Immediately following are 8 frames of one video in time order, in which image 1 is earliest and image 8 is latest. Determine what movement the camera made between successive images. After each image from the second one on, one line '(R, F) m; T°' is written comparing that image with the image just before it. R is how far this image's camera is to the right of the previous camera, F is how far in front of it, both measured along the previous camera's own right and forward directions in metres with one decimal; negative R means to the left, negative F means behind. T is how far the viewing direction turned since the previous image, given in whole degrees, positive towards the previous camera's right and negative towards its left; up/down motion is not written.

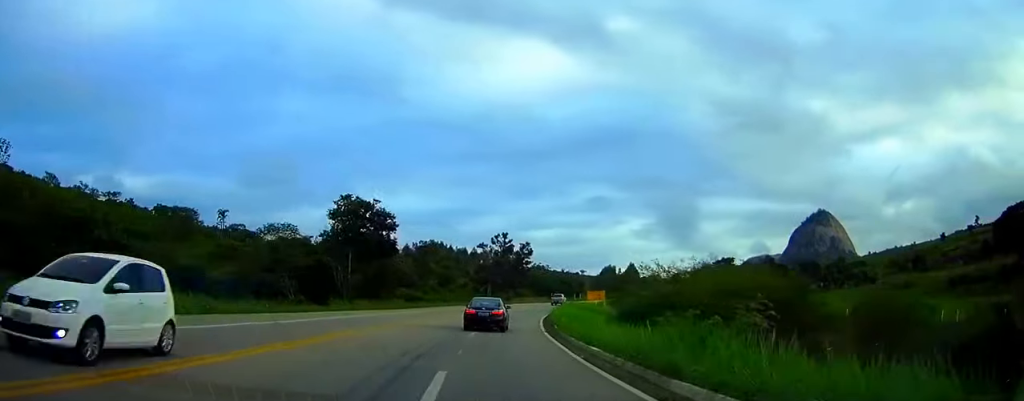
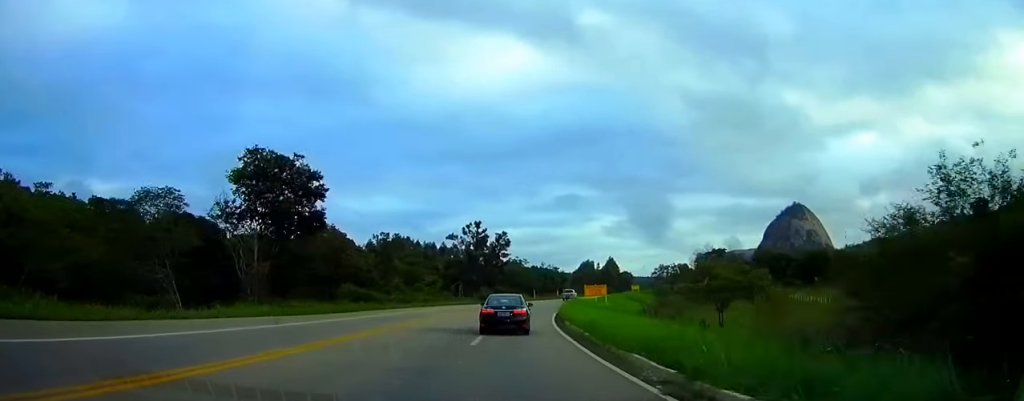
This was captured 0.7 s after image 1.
(+0.4, +21.6) m; +3°
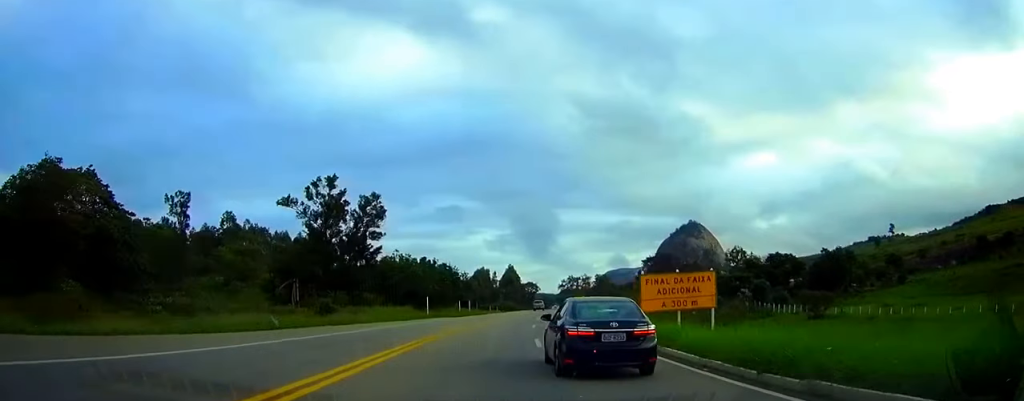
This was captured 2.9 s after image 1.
(+5.2, +62.6) m; +10°
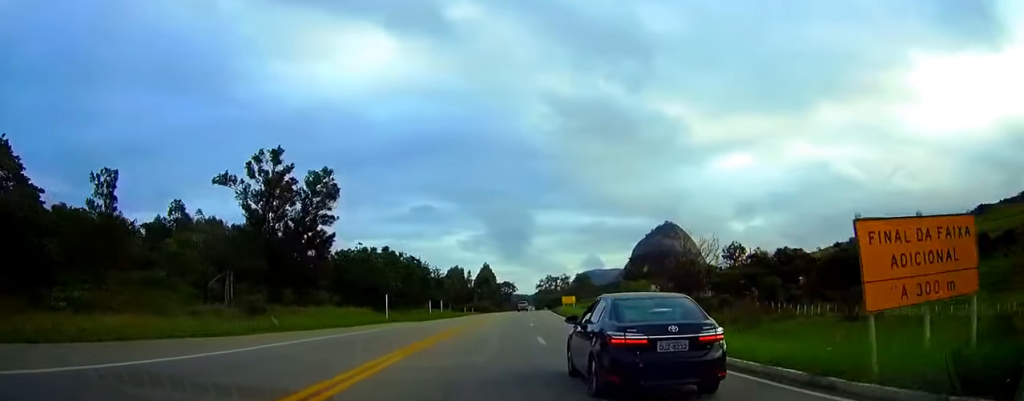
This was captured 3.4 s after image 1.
(+0.4, +15.0) m; +2°
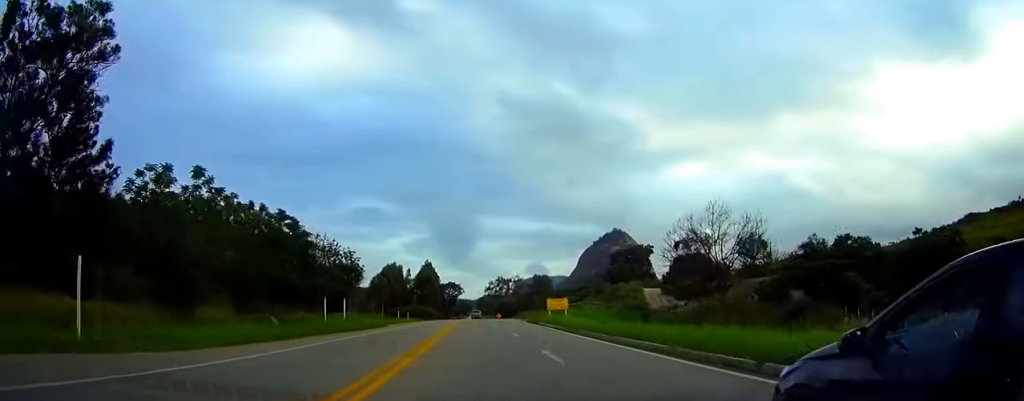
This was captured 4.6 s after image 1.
(+1.7, +39.0) m; +4°
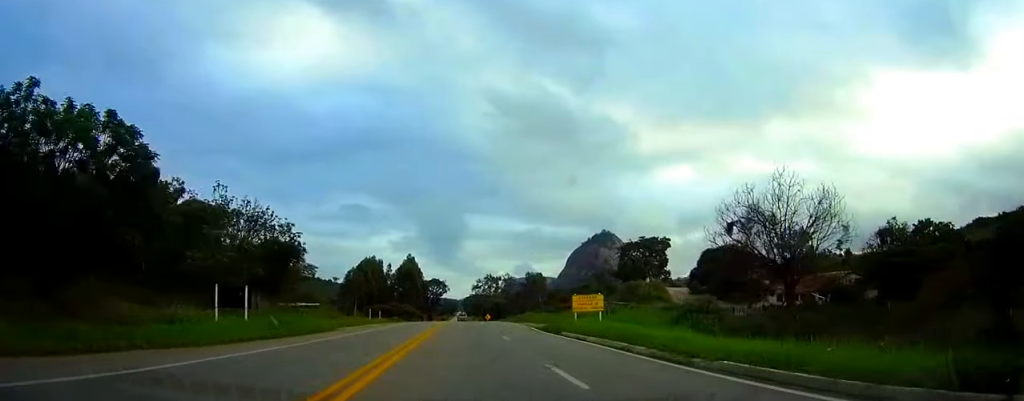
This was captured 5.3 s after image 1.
(+0.4, +21.6) m; +1°
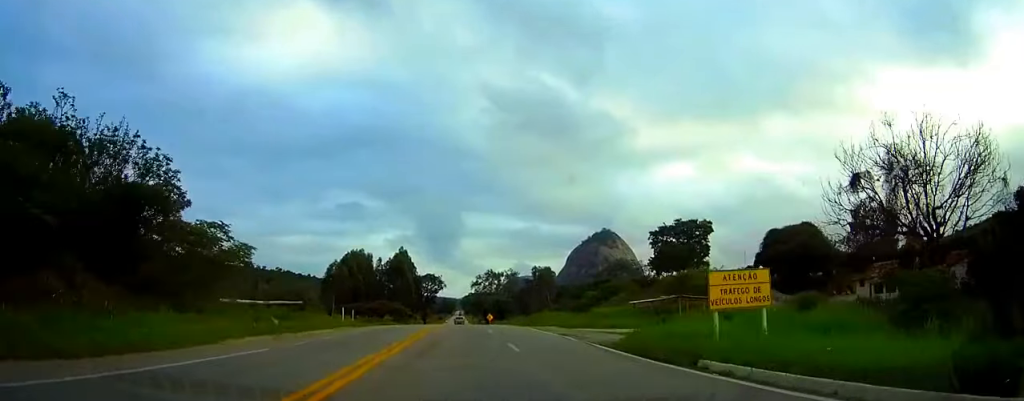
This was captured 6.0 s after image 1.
(+0.1, +23.1) m; 0°
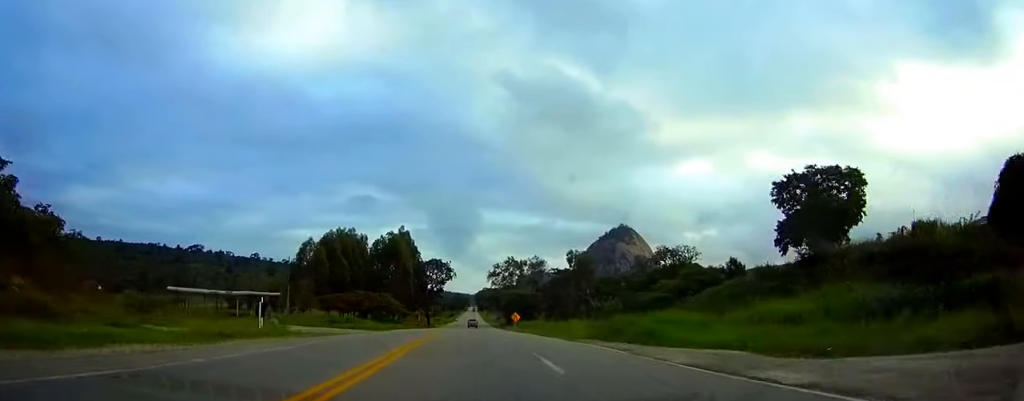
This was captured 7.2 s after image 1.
(-0.2, +39.6) m; 0°
